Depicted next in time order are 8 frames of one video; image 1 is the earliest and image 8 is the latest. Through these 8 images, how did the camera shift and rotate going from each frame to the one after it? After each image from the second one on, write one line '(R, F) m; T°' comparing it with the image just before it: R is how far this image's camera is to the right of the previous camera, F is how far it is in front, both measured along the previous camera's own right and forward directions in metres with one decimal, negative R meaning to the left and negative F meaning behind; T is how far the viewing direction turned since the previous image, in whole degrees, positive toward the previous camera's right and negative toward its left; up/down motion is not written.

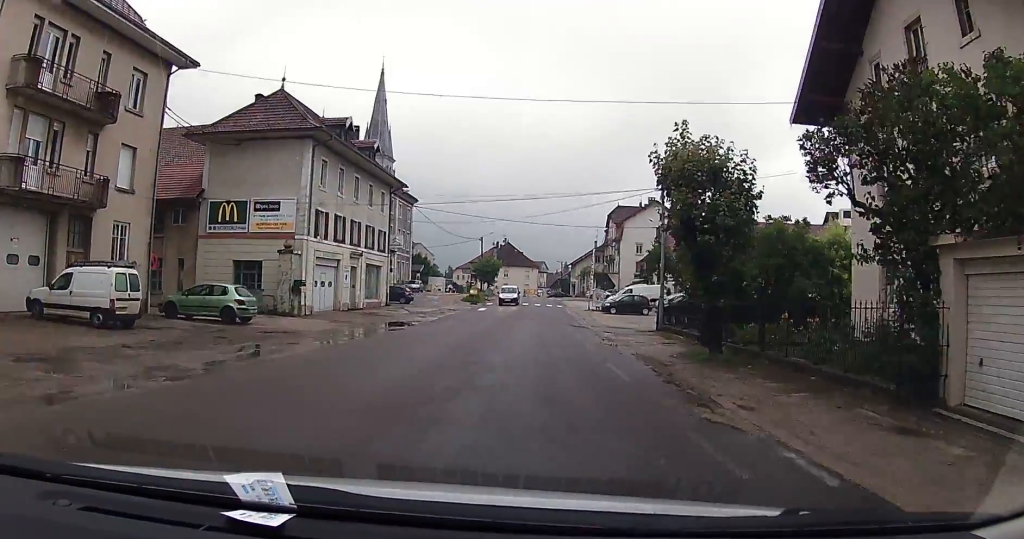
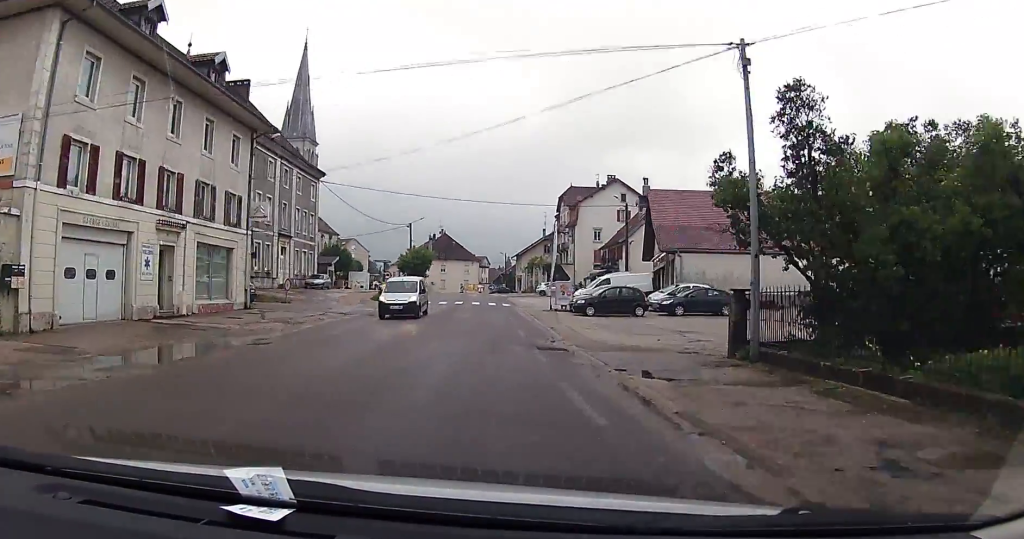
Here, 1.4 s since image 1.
(+1.7, +18.1) m; +7°
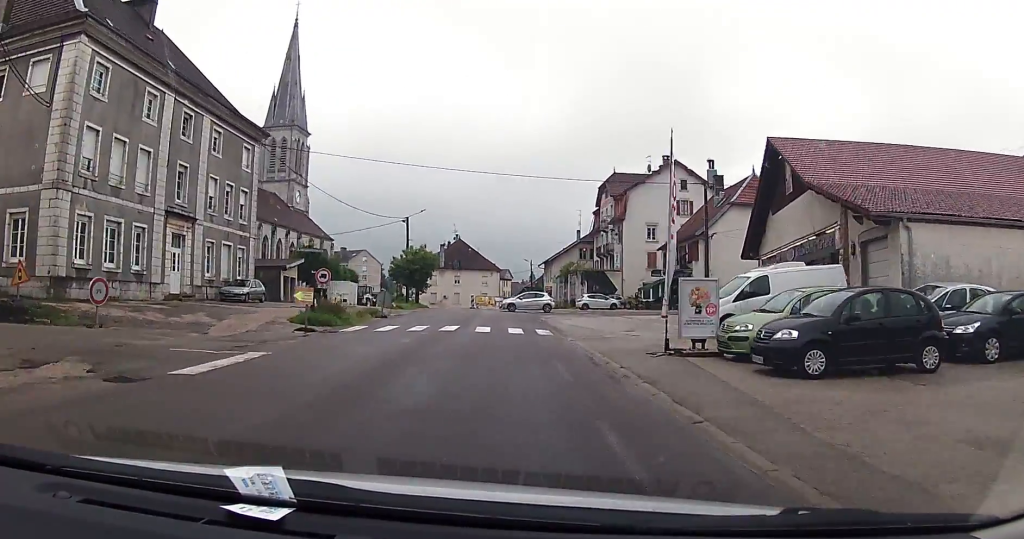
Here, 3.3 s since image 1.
(+0.6, +23.1) m; +2°
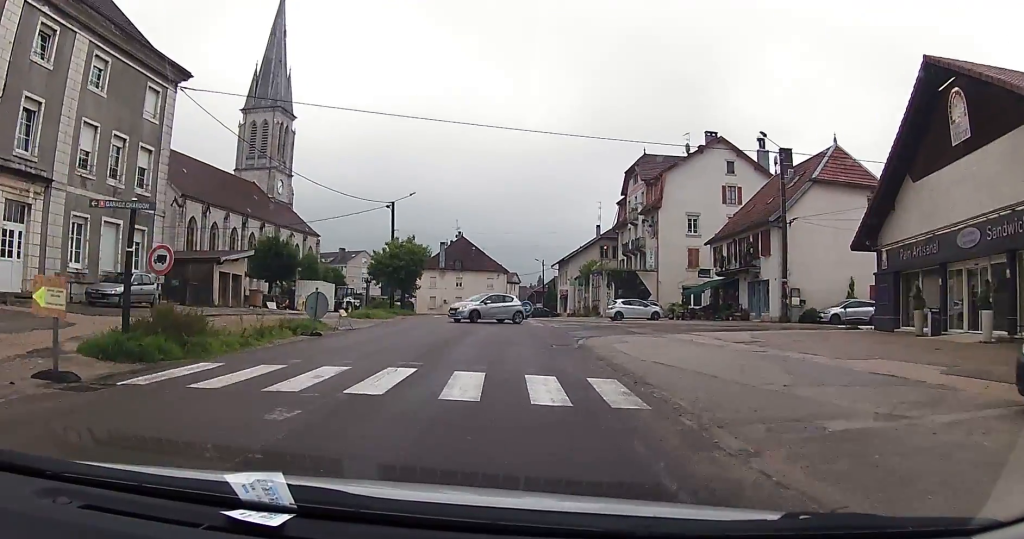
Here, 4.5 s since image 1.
(-0.2, +14.6) m; -2°
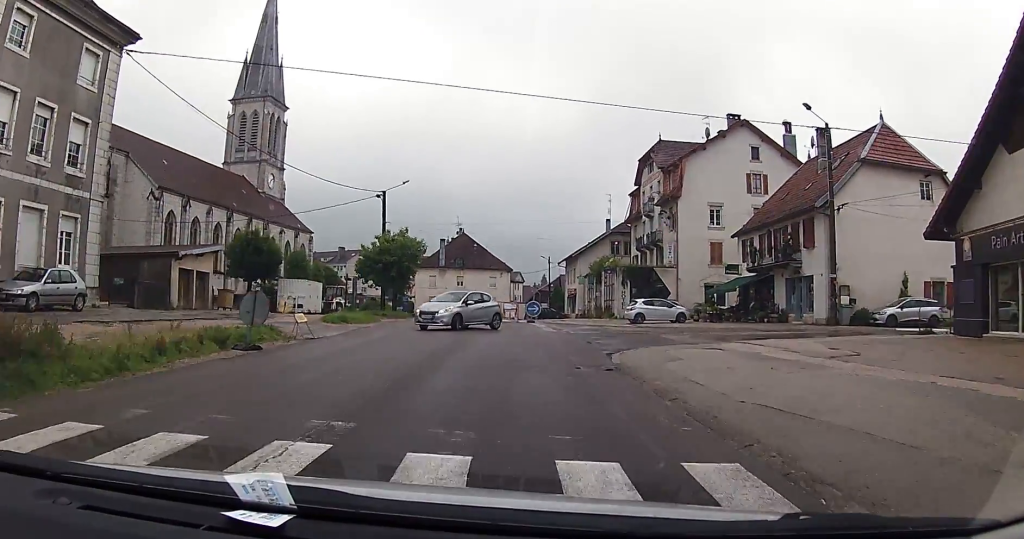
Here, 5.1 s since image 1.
(0.0, +6.1) m; -1°
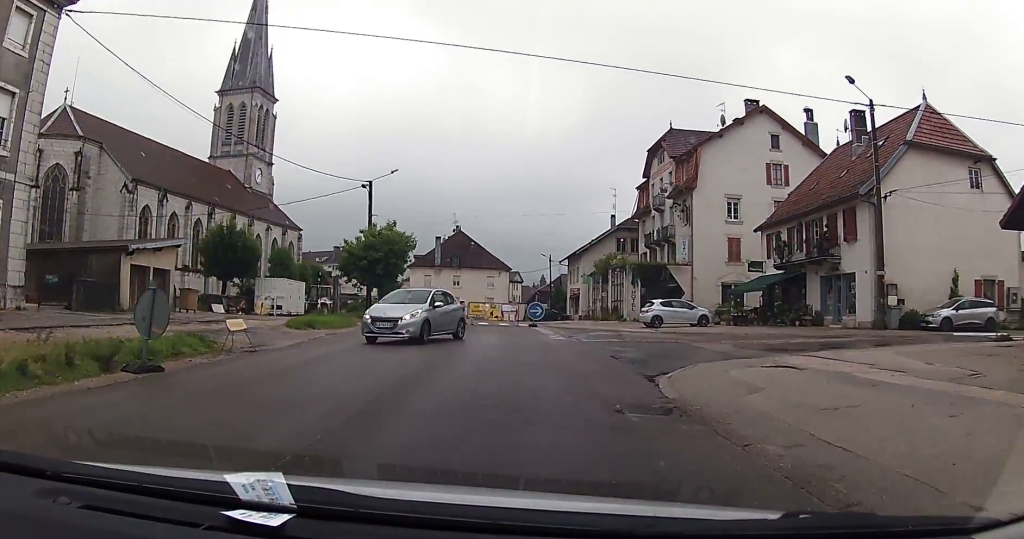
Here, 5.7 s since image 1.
(0.0, +5.4) m; 0°
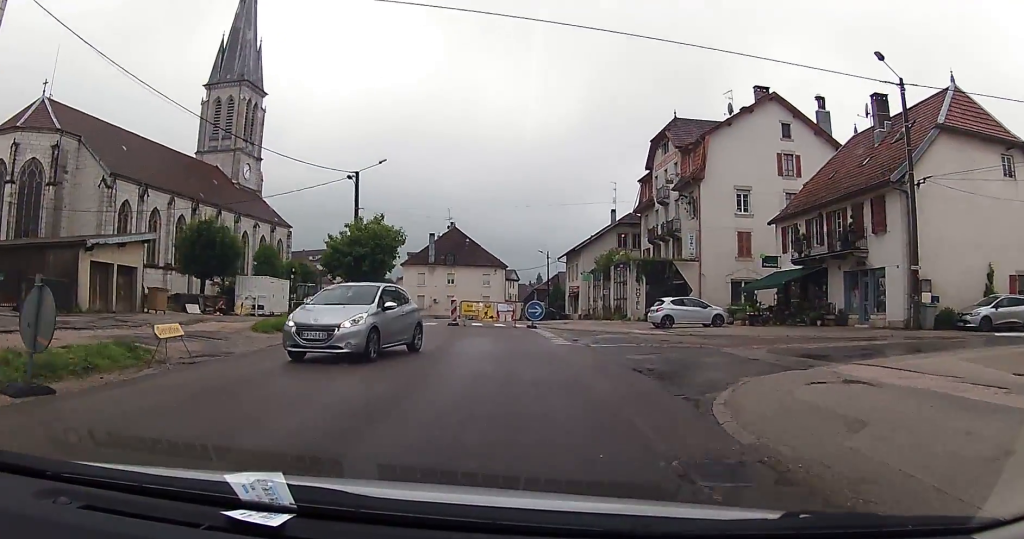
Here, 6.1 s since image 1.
(-0.1, +3.1) m; +2°
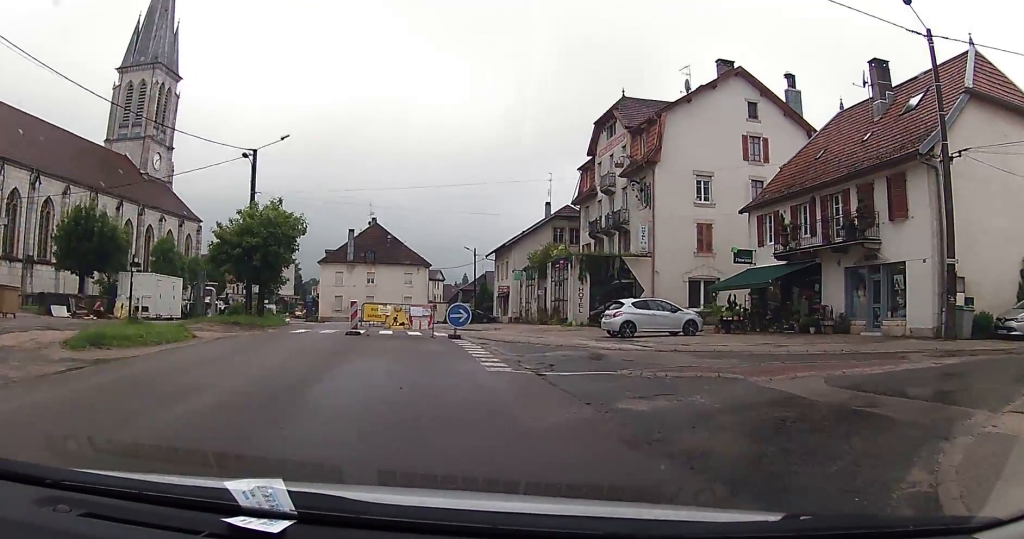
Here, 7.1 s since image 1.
(+0.3, +7.3) m; +11°
